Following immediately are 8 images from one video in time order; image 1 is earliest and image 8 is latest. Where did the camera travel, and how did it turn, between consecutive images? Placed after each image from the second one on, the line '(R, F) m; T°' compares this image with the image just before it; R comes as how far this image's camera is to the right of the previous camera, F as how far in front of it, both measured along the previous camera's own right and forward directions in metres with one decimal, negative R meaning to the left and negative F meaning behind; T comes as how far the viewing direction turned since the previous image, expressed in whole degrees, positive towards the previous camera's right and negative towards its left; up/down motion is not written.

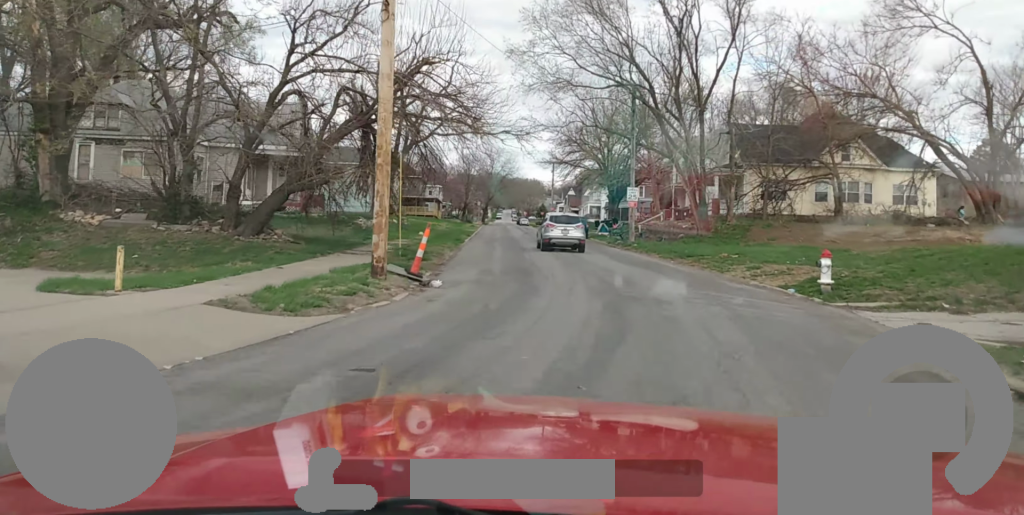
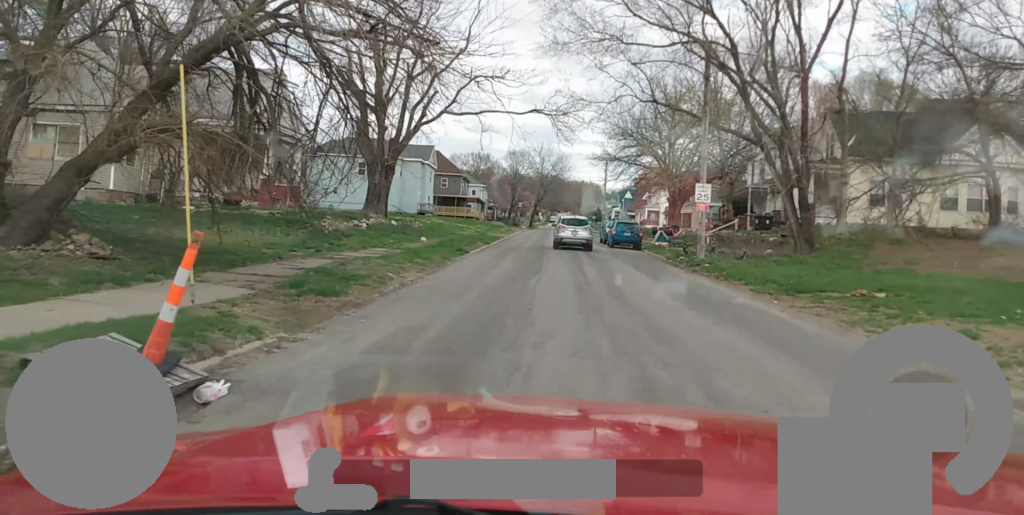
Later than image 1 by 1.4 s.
(0.0, +10.4) m; 0°
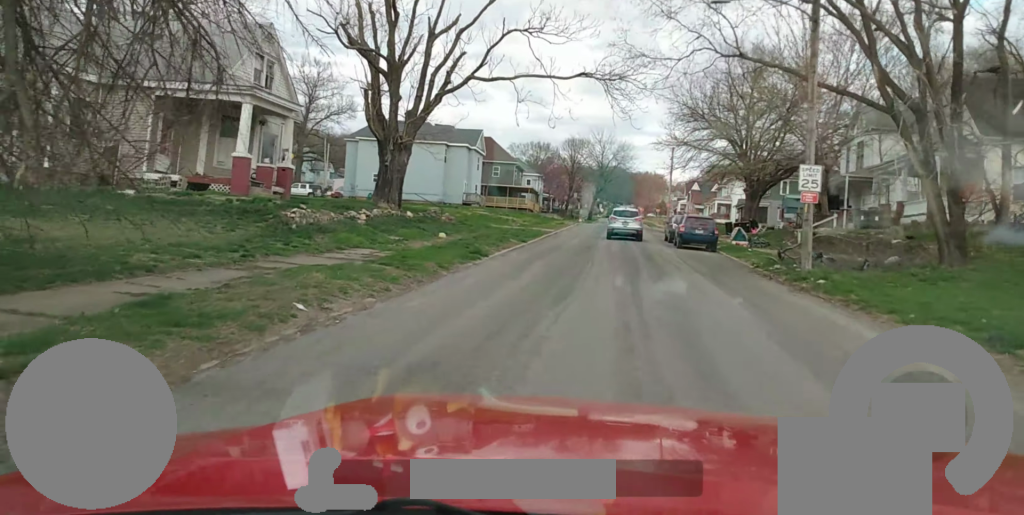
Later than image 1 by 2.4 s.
(0.0, +7.6) m; 0°
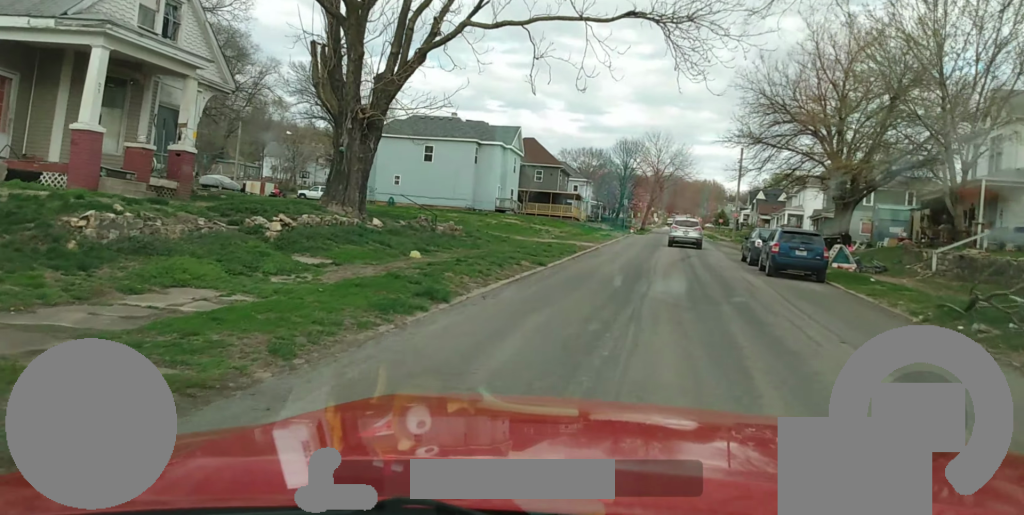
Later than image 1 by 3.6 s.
(0.0, +10.2) m; 0°
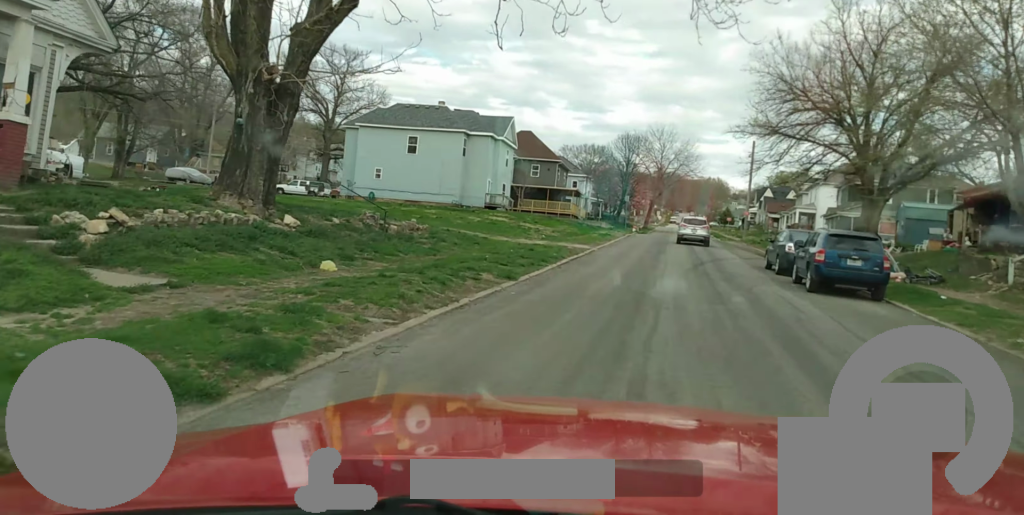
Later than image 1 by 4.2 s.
(0.0, +5.7) m; 0°
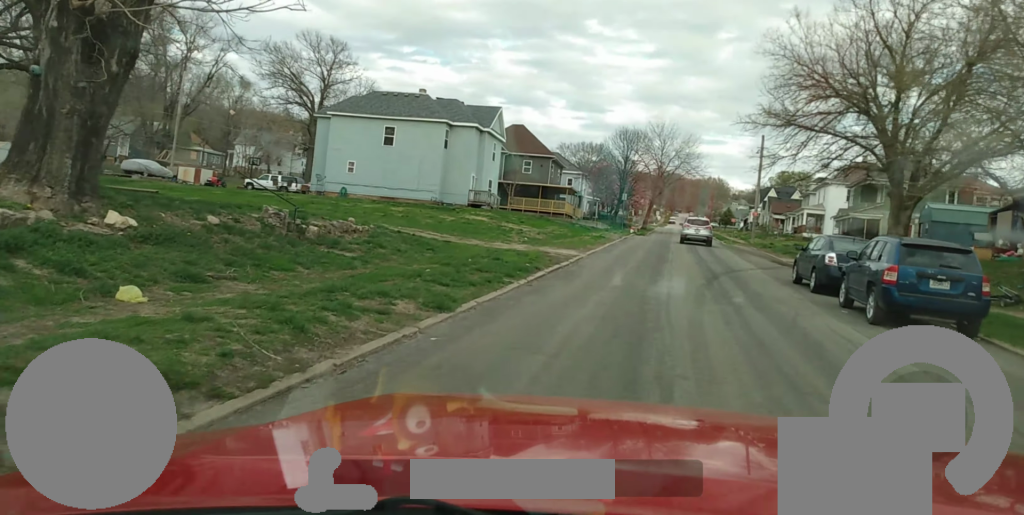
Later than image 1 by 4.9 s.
(0.0, +5.8) m; 0°
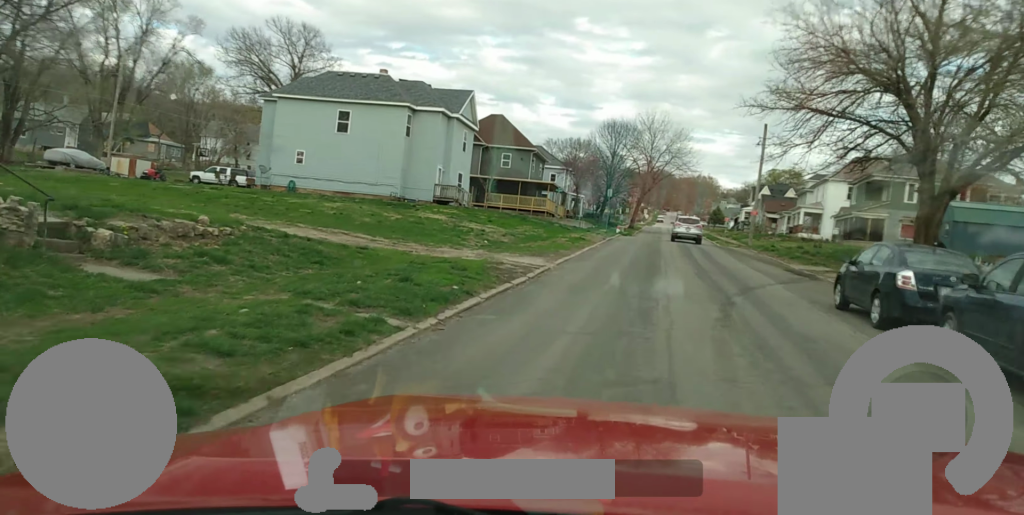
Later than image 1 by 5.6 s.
(0.0, +6.8) m; 0°
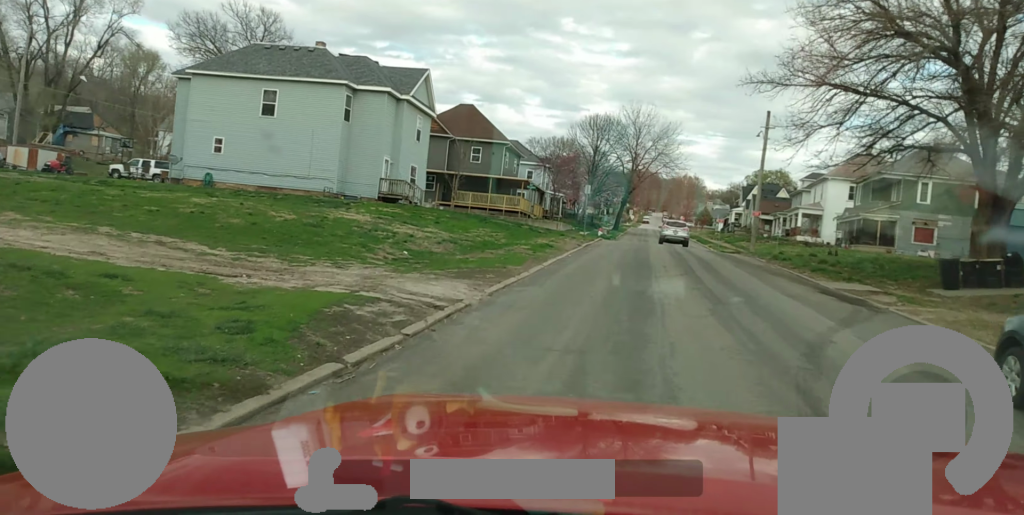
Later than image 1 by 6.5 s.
(0.0, +8.2) m; 0°
